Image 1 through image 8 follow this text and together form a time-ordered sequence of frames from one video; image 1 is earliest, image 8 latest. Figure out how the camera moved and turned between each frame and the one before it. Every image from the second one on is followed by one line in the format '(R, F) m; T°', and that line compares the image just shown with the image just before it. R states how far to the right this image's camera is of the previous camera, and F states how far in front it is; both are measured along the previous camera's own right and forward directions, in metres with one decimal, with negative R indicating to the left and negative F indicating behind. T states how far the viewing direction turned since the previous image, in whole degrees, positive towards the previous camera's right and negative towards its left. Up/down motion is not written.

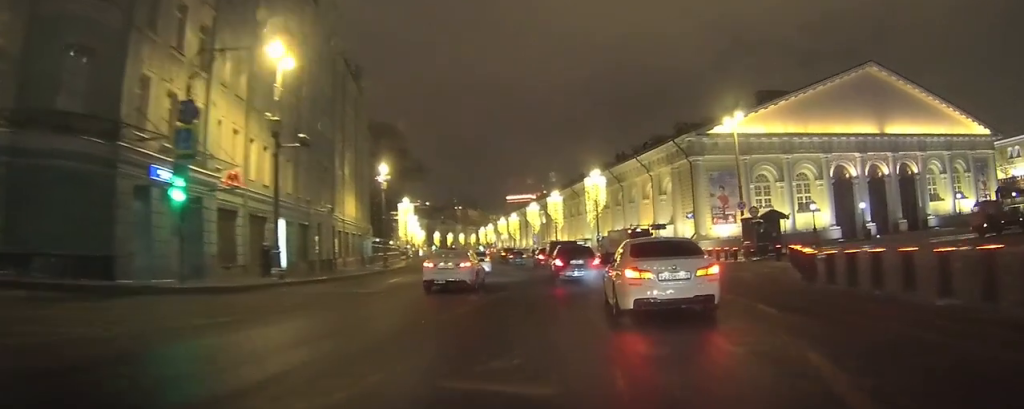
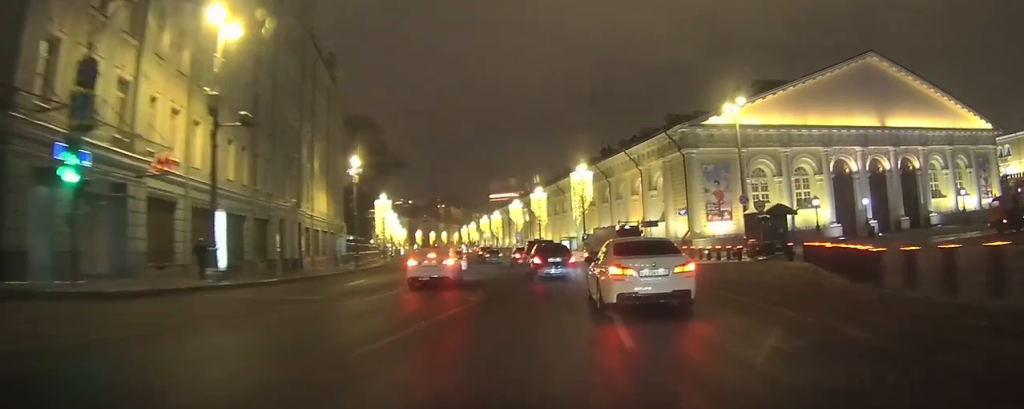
(+0.1, +4.1) m; +1°
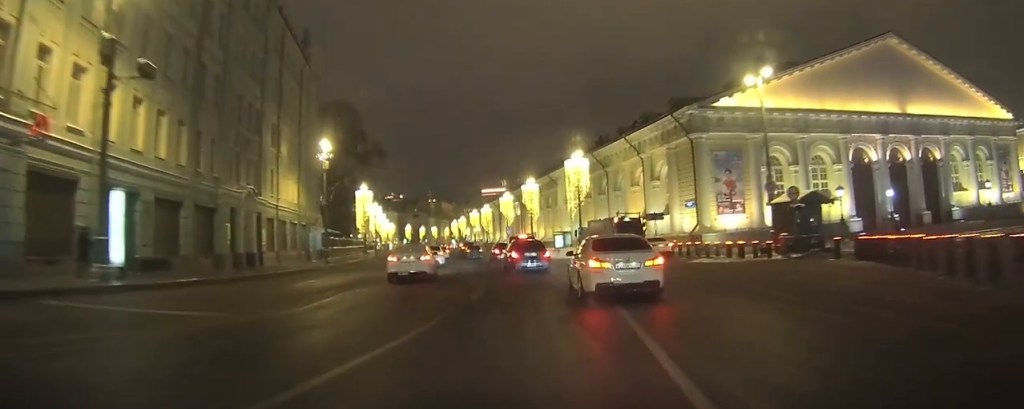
(+0.1, +5.9) m; 0°
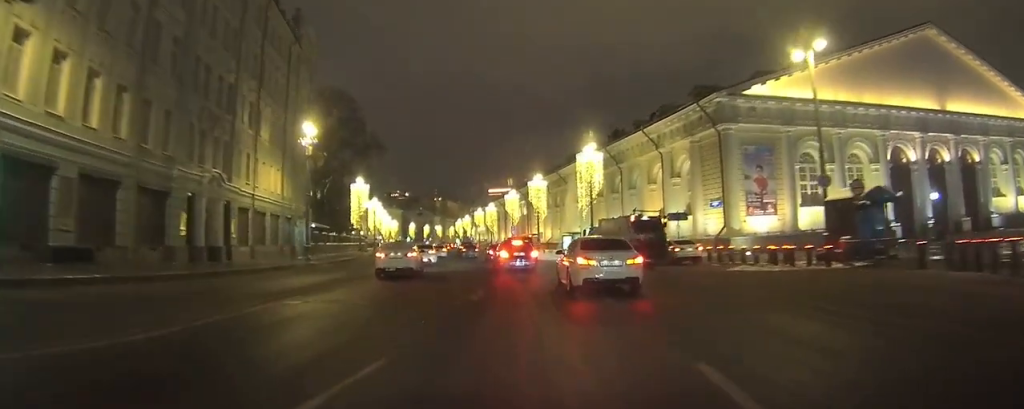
(0.0, +5.6) m; -1°
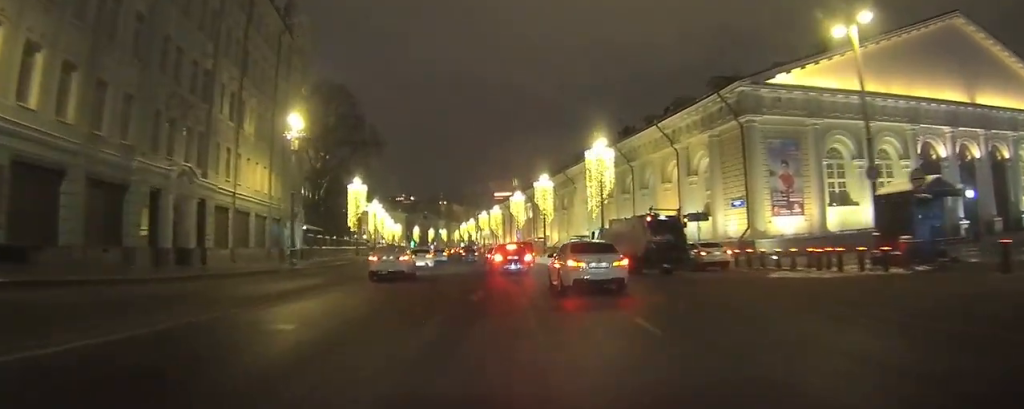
(0.0, +3.7) m; -1°
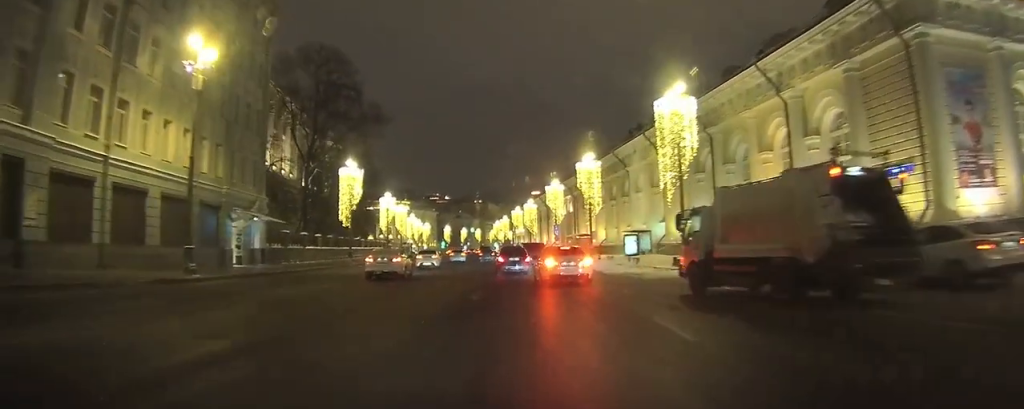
(-0.6, +16.6) m; -4°
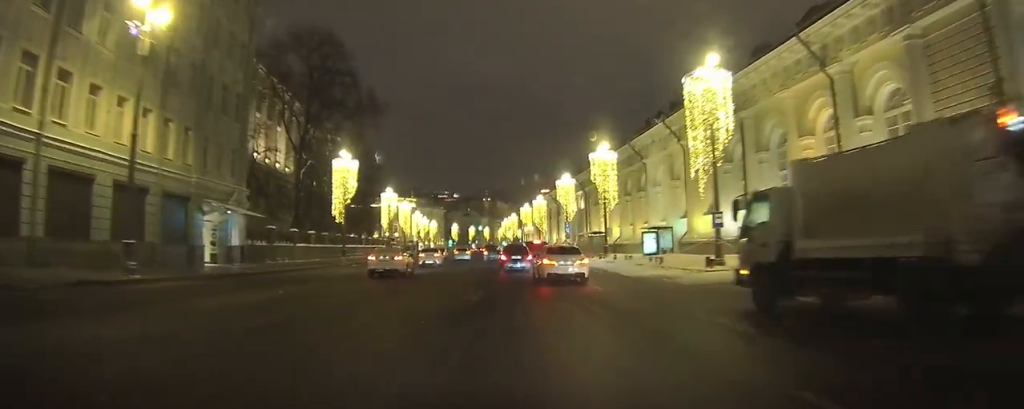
(0.0, +4.8) m; -1°
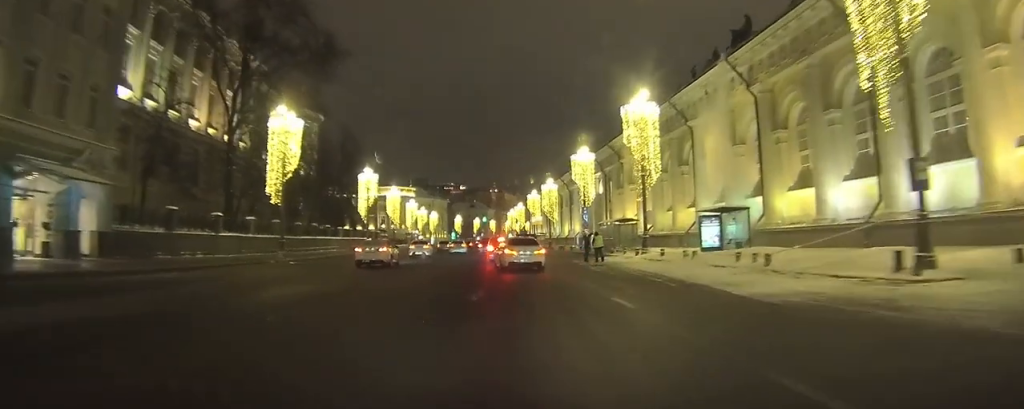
(-0.3, +15.6) m; -2°
